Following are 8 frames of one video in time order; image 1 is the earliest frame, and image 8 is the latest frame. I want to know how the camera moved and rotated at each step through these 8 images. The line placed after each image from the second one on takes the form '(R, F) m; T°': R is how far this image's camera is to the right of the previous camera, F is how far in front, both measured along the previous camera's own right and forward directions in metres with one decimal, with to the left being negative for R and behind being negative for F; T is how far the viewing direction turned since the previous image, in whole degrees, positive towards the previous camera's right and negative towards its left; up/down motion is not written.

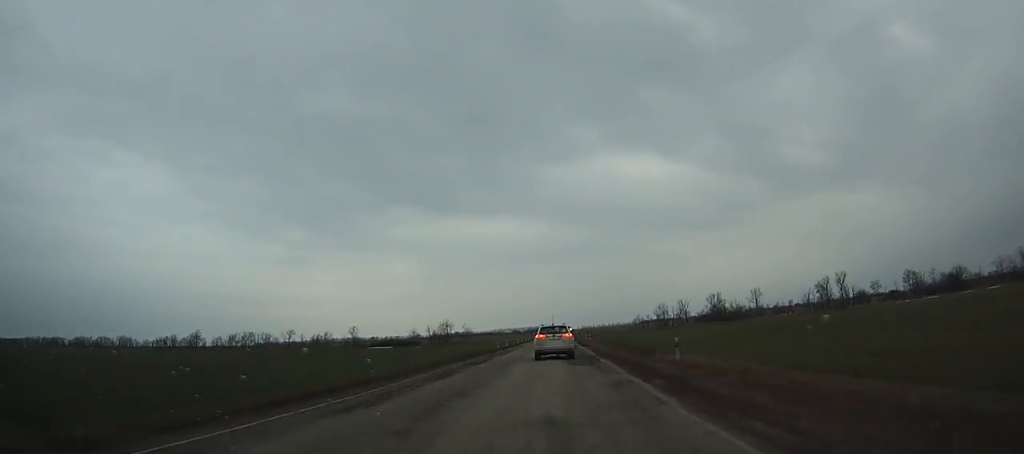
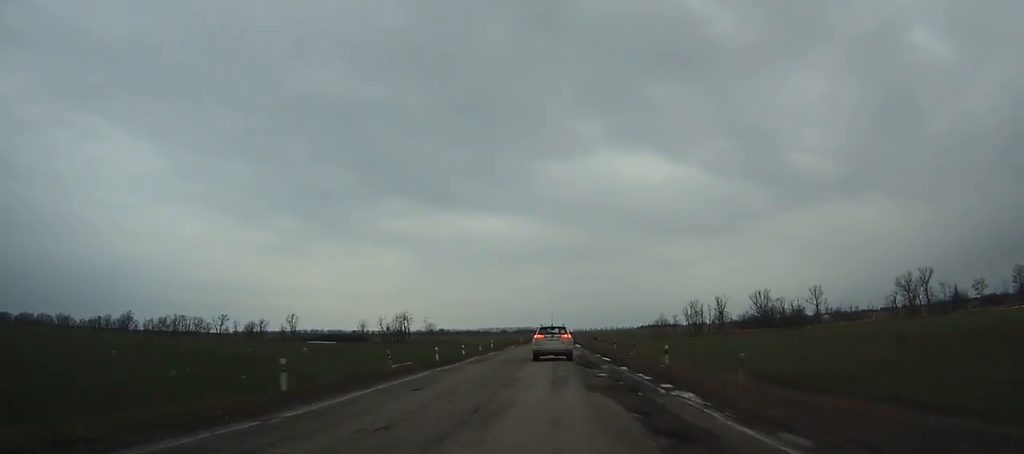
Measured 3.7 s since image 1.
(+0.5, +65.7) m; +1°
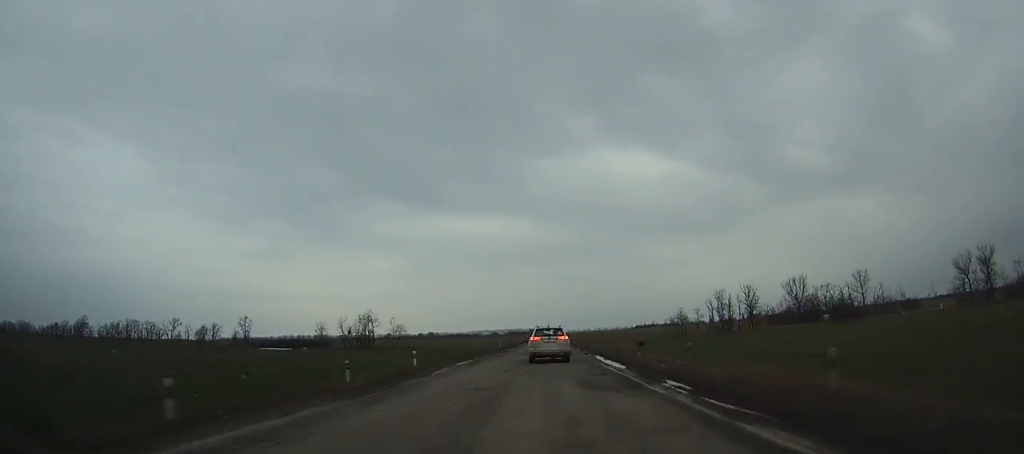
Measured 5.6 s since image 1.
(+0.2, +33.6) m; +1°
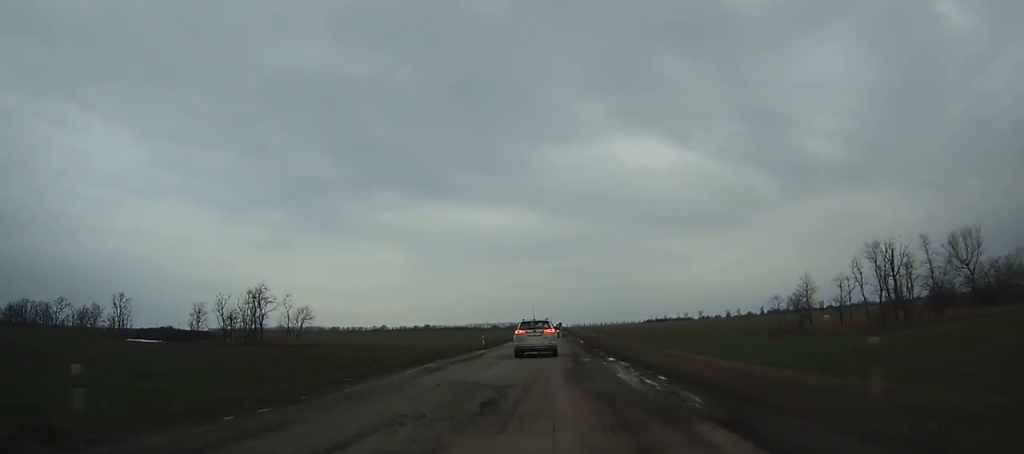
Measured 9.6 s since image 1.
(+0.4, +70.0) m; 0°
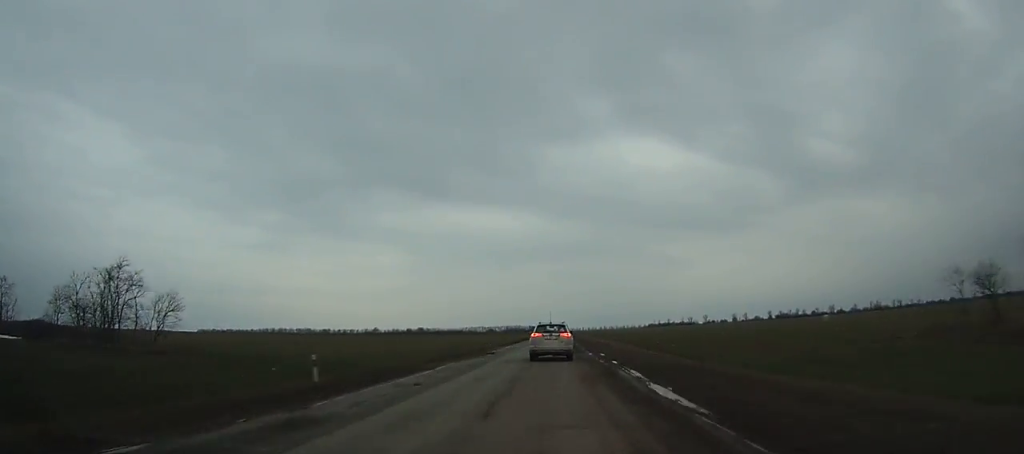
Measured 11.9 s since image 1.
(-0.2, +40.3) m; 0°
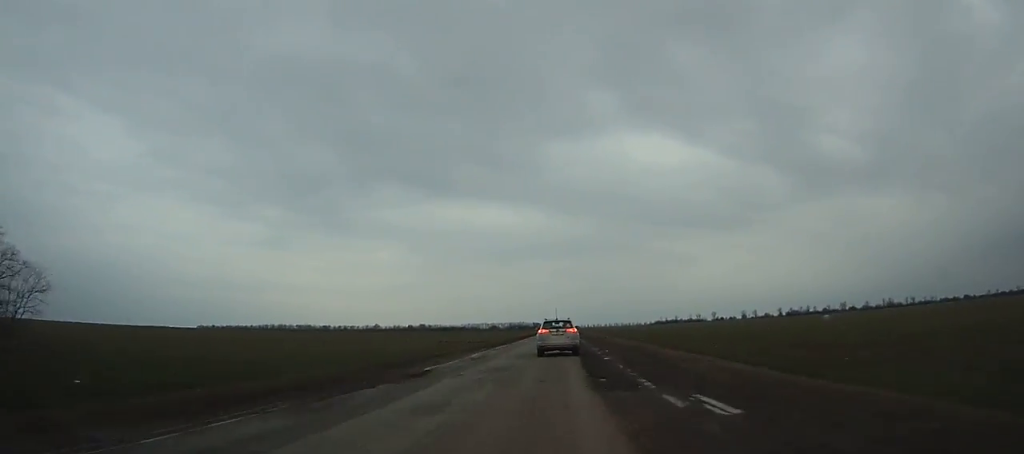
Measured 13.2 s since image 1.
(0.0, +23.0) m; 0°
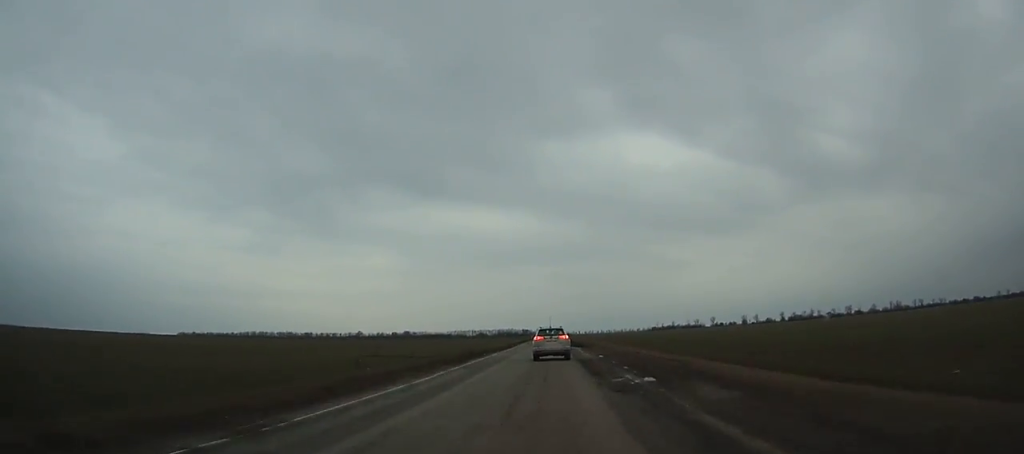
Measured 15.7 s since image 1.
(+0.1, +44.9) m; 0°
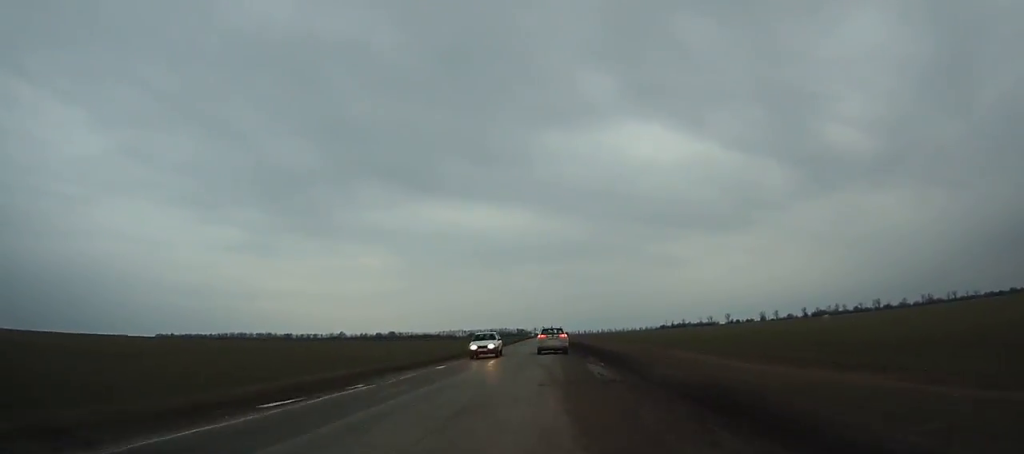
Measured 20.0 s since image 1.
(0.0, +80.4) m; 0°
